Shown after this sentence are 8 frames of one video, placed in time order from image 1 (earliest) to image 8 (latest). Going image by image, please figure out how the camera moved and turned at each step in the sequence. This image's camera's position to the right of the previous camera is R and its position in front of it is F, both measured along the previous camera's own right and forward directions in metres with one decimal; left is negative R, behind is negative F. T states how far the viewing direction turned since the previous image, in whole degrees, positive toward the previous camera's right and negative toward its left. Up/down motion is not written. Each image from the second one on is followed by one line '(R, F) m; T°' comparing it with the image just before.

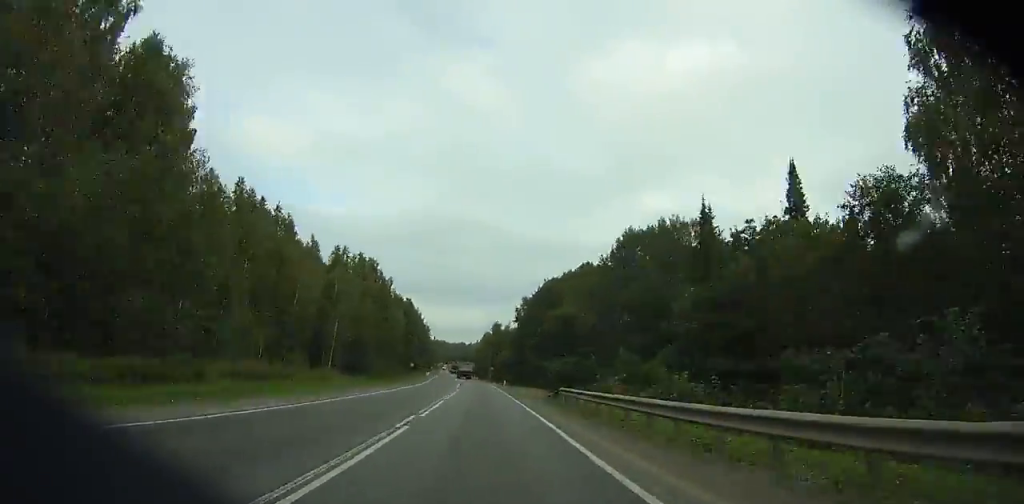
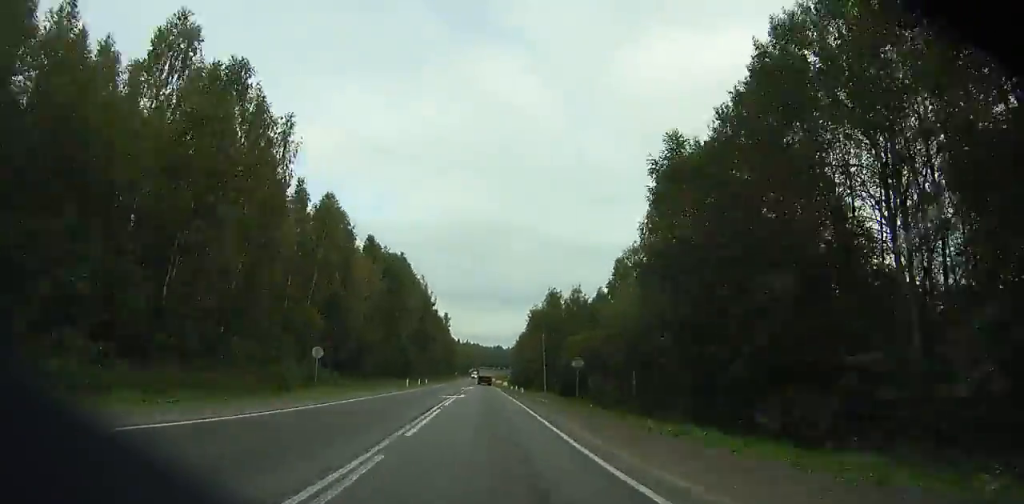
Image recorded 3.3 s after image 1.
(-2.8, +78.4) m; -3°
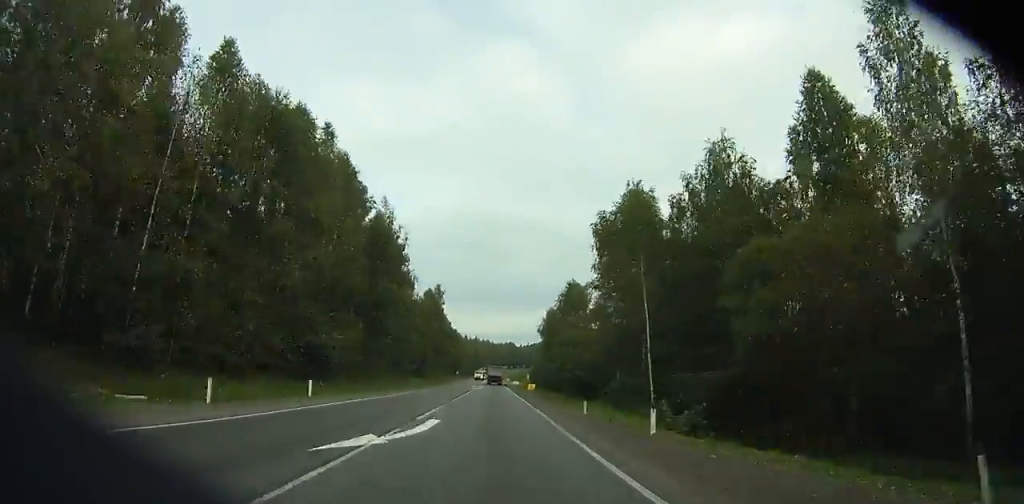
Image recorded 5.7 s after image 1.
(-0.5, +56.1) m; -2°
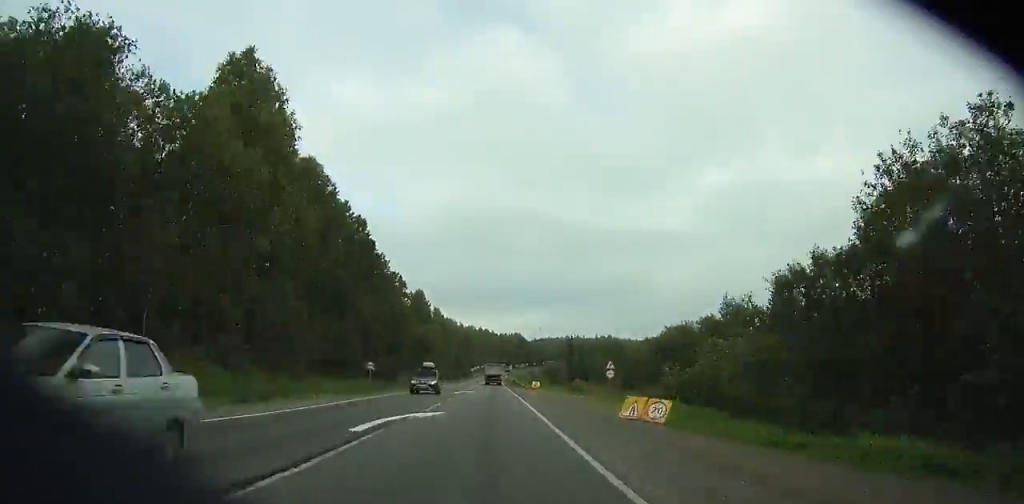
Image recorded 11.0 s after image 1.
(-3.5, +120.9) m; -2°
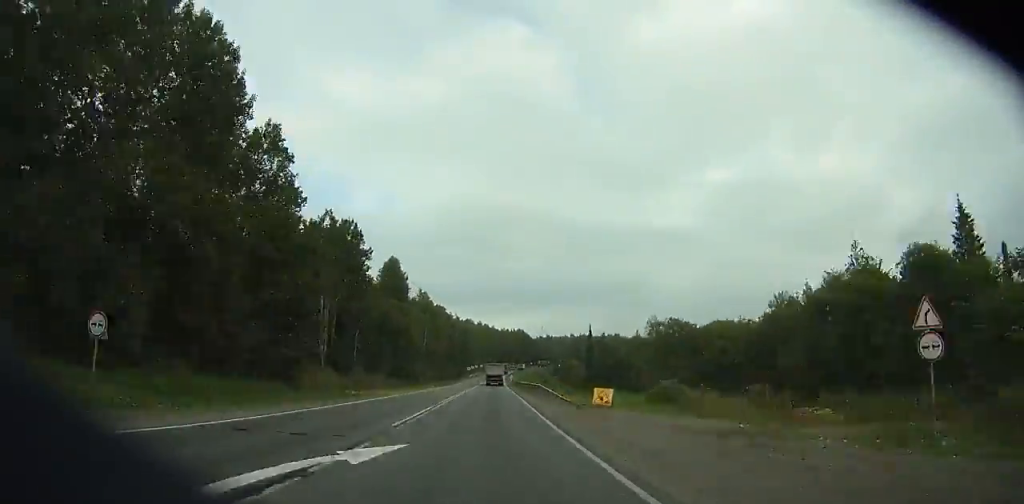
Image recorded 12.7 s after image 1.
(+0.3, +38.2) m; +1°
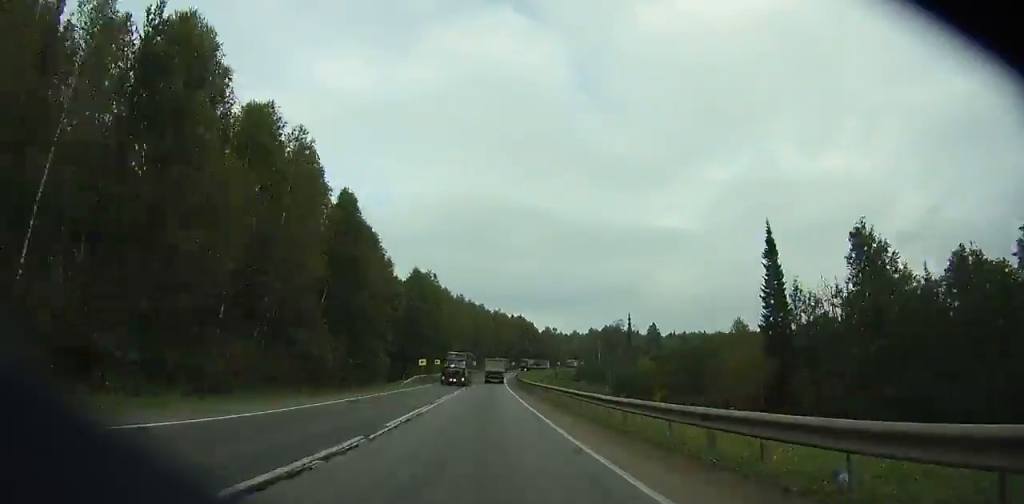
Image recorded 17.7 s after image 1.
(+0.8, +109.6) m; +1°
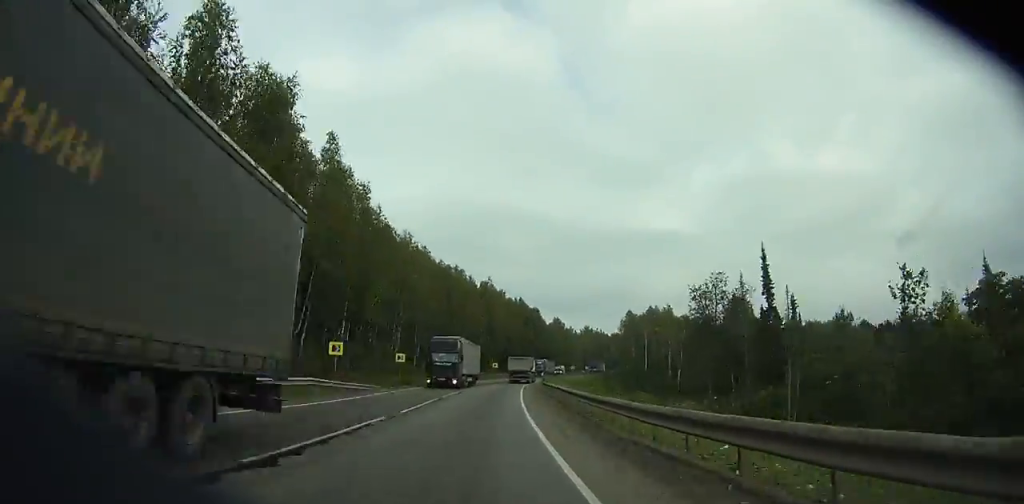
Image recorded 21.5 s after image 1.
(+0.8, +80.4) m; +2°
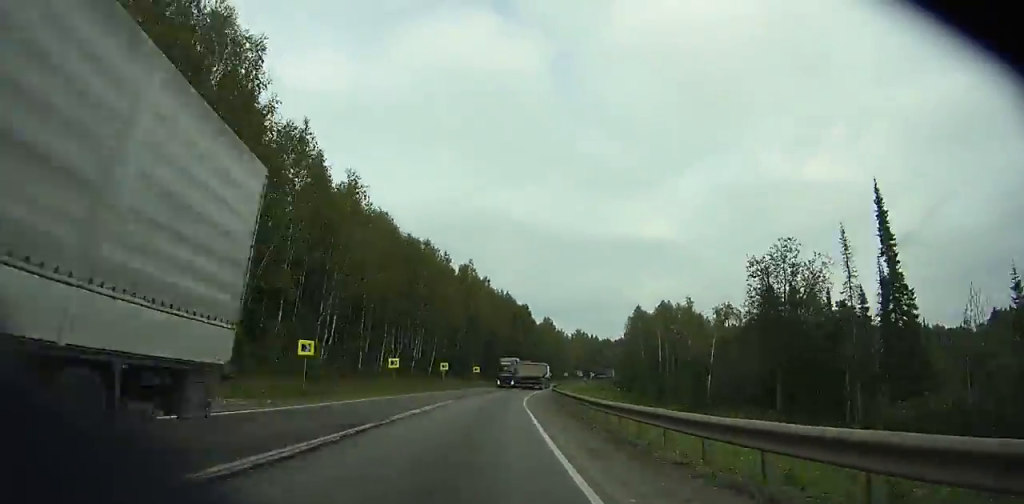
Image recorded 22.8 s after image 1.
(+0.3, +26.9) m; +2°
